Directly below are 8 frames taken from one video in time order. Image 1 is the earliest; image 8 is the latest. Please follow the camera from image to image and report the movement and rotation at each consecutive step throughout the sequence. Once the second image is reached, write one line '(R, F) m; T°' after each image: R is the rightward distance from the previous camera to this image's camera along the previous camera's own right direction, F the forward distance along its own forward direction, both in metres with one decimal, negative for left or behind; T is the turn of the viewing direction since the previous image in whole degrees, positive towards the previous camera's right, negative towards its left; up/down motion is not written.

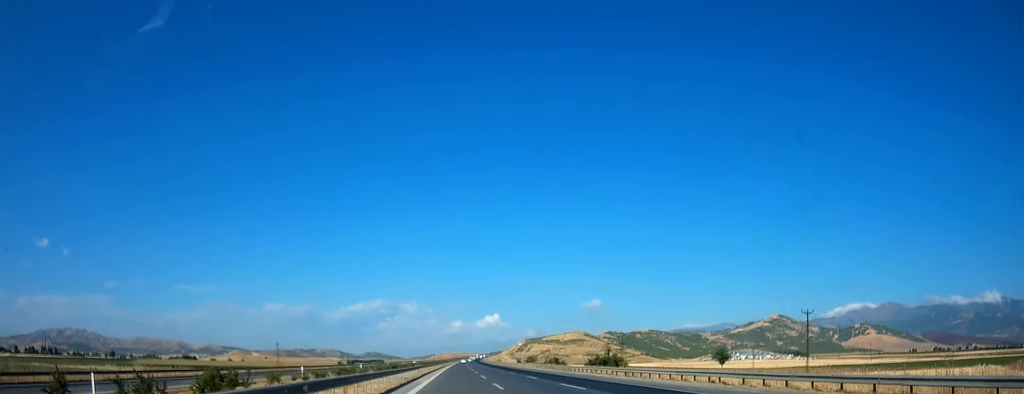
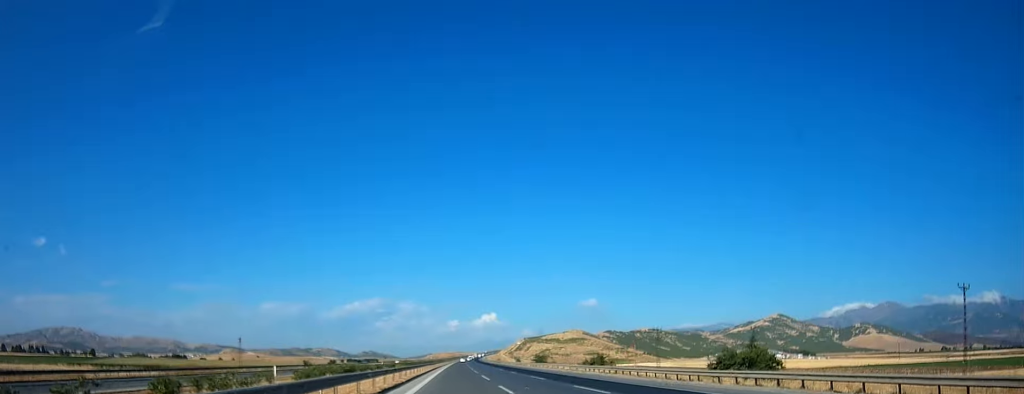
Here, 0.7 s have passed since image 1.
(+0.1, +37.5) m; 0°
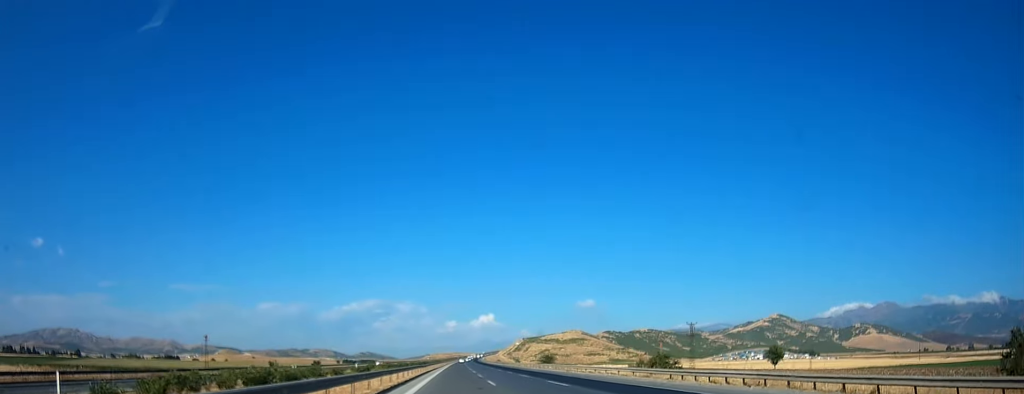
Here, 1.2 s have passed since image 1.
(-0.1, +24.9) m; 0°
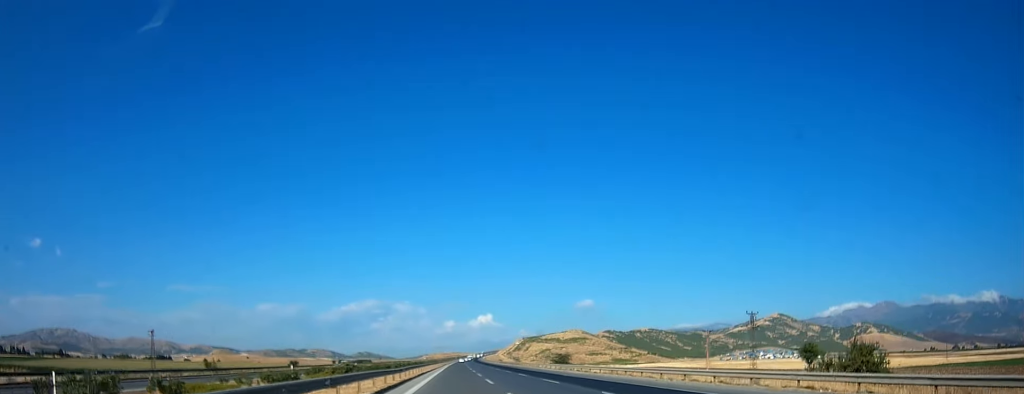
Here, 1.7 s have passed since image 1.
(+0.2, +30.2) m; 0°
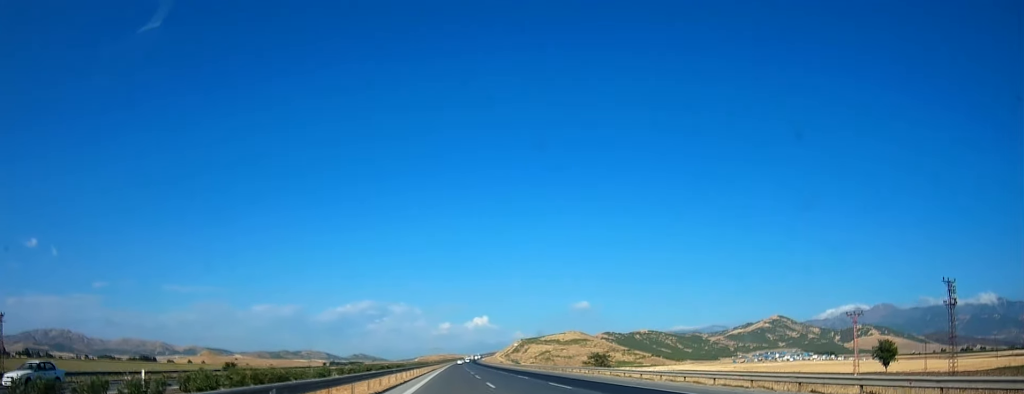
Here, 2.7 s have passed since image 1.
(+0.1, +52.4) m; 0°
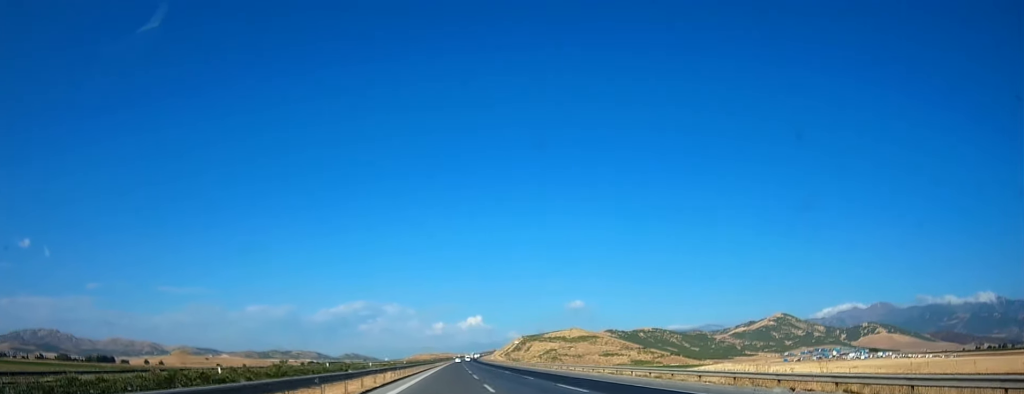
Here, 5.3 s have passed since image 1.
(+0.6, +139.3) m; +1°
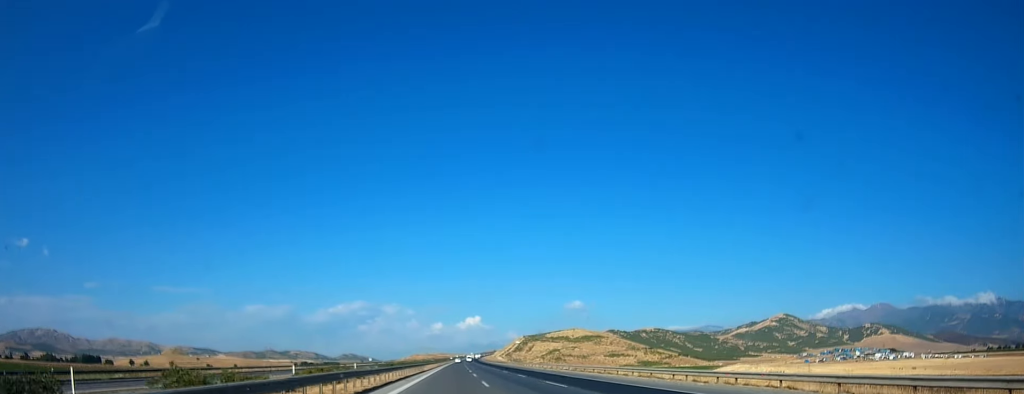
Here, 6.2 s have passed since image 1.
(+0.6, +44.2) m; 0°
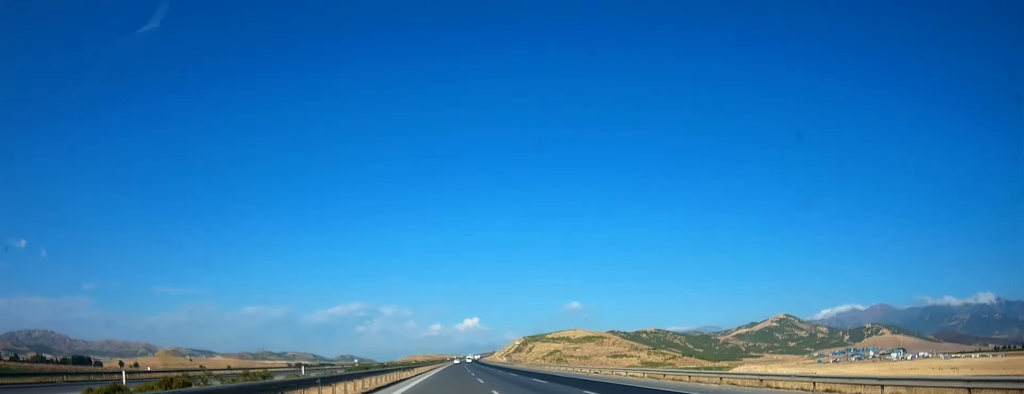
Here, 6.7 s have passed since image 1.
(-0.1, +26.5) m; 0°
